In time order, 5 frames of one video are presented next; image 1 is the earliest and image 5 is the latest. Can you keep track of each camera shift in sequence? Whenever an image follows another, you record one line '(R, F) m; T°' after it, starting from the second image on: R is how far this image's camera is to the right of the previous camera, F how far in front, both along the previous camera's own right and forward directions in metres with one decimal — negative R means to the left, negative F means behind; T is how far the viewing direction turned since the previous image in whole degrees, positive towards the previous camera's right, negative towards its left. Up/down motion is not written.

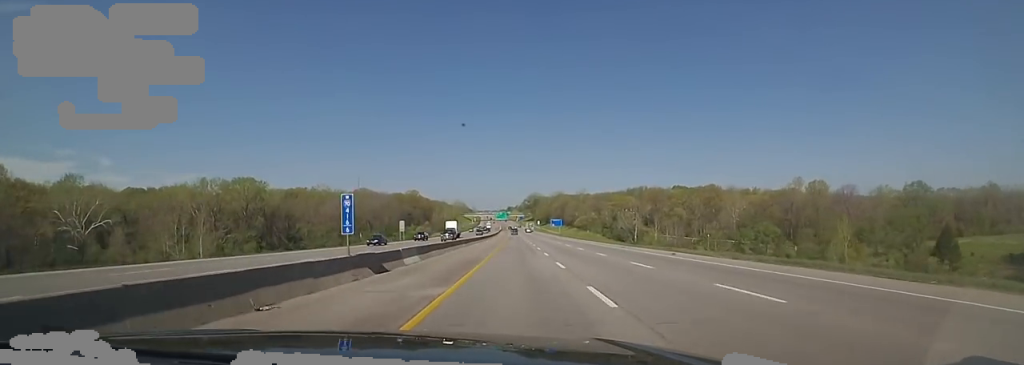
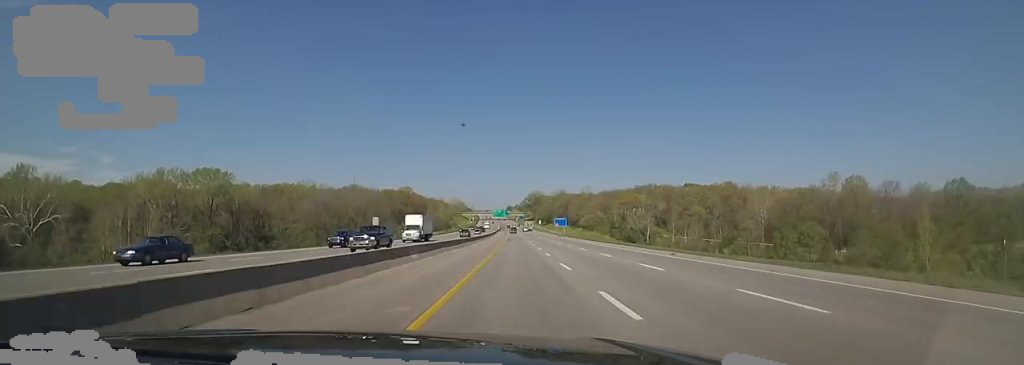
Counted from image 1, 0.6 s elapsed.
(0.0, +21.3) m; 0°
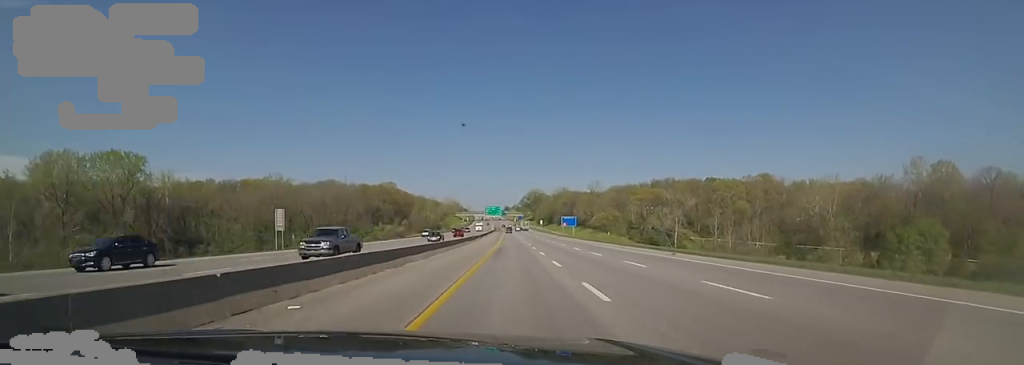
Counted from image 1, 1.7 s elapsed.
(0.0, +37.9) m; 0°
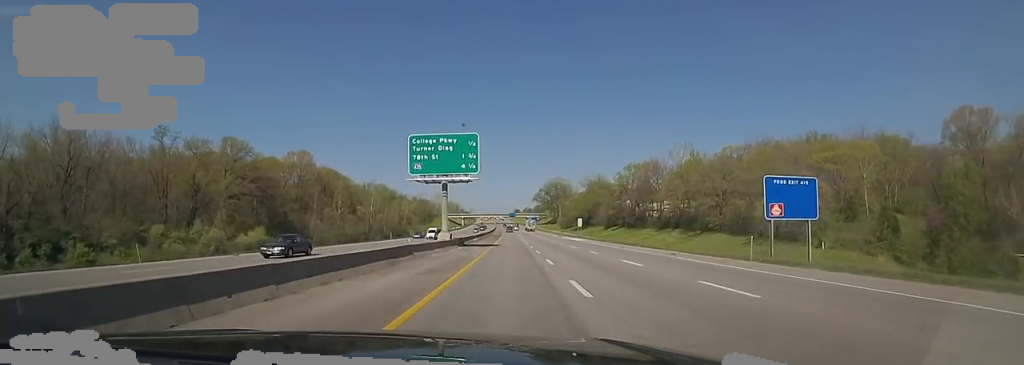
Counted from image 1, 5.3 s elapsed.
(+0.2, +128.8) m; -2°
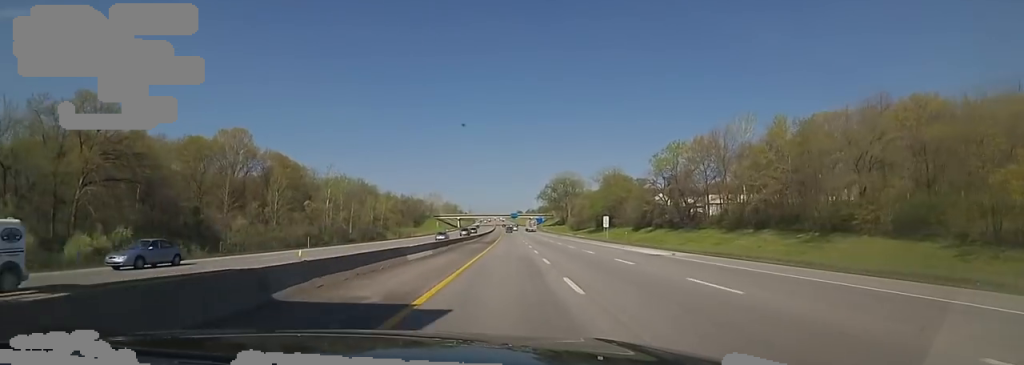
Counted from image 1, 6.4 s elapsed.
(-1.4, +38.7) m; 0°
